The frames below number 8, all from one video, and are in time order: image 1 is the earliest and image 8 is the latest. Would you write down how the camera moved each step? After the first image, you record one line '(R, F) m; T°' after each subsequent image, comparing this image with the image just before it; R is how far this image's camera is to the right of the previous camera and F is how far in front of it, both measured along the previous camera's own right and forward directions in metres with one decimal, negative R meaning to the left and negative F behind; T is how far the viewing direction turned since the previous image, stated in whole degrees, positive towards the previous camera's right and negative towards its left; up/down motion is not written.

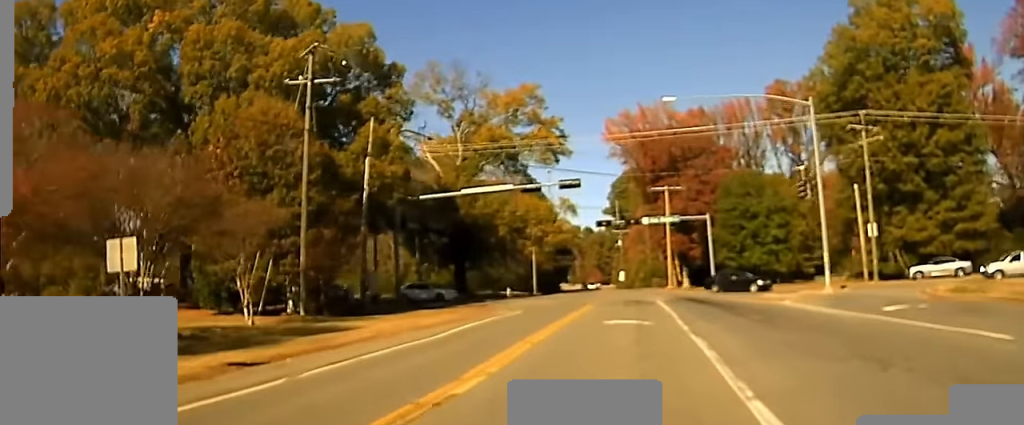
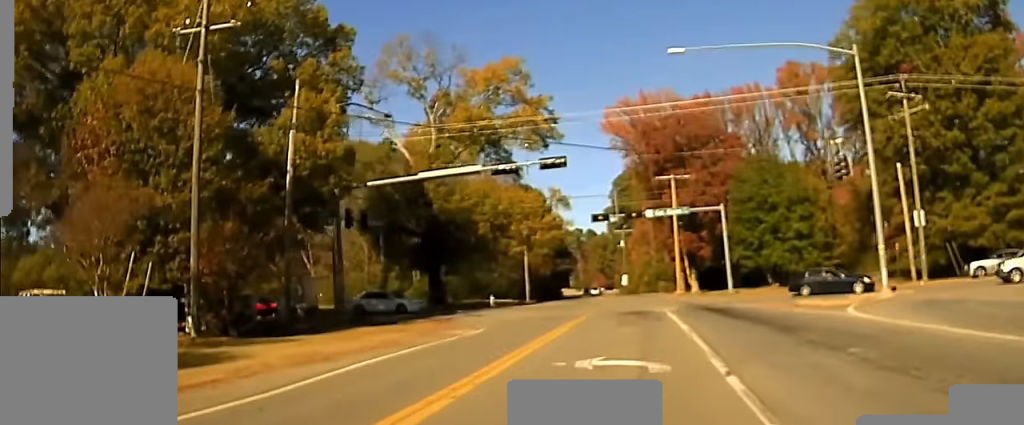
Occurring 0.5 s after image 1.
(-0.2, +14.5) m; -1°
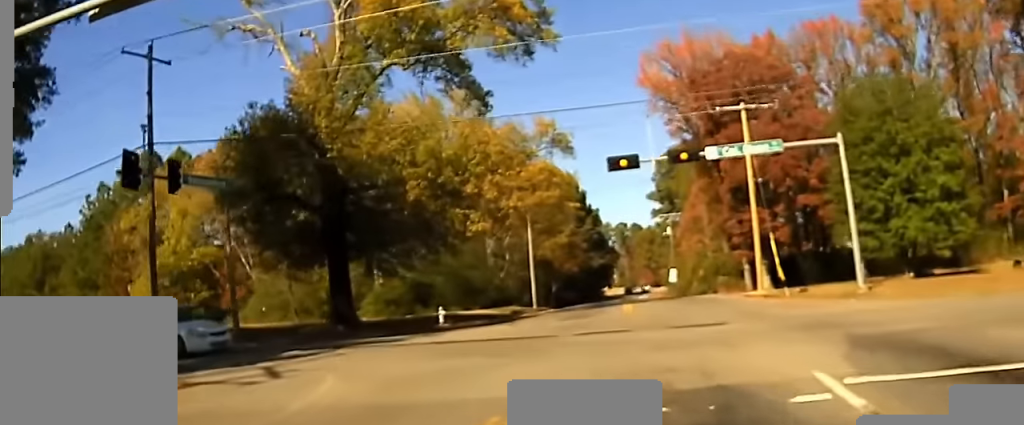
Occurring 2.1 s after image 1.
(-0.5, +34.6) m; 0°
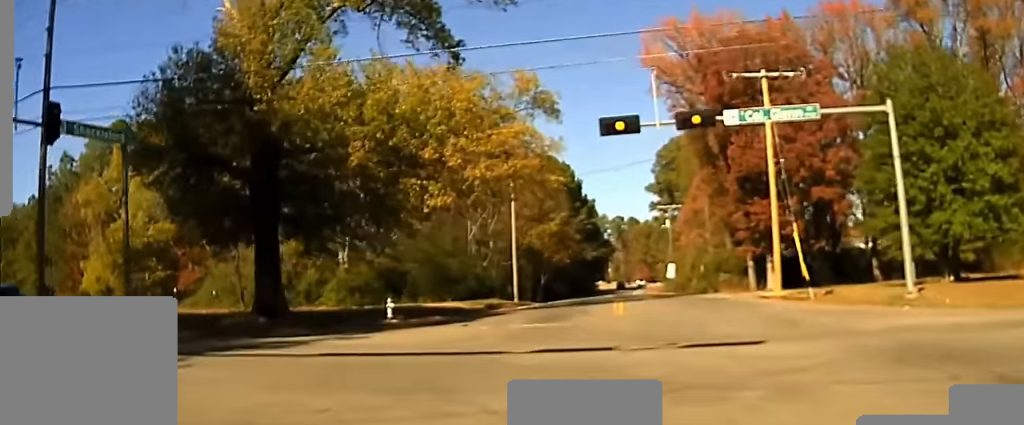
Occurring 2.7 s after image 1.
(+0.1, +10.5) m; +1°
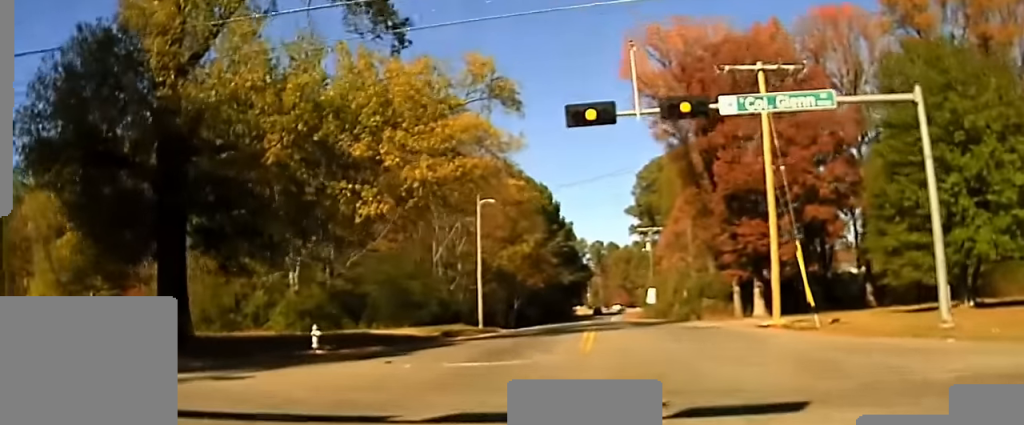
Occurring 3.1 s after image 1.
(0.0, +6.2) m; 0°
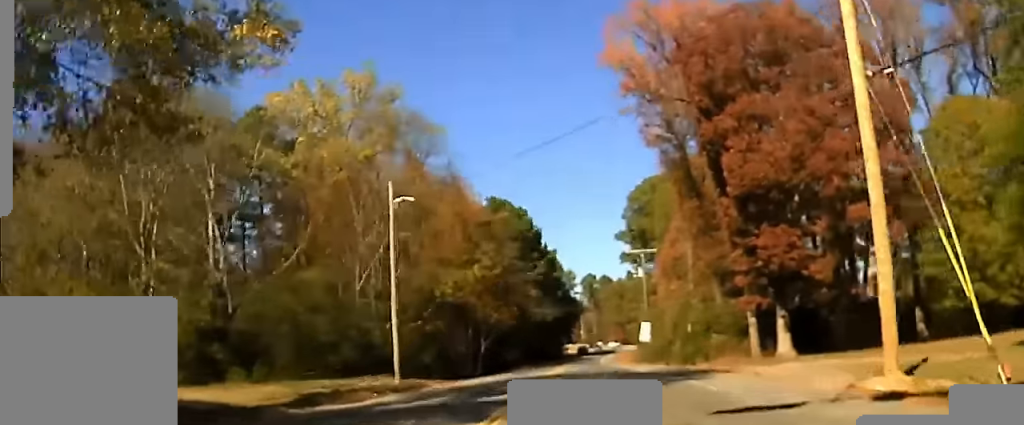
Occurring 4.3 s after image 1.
(0.0, +15.5) m; -1°
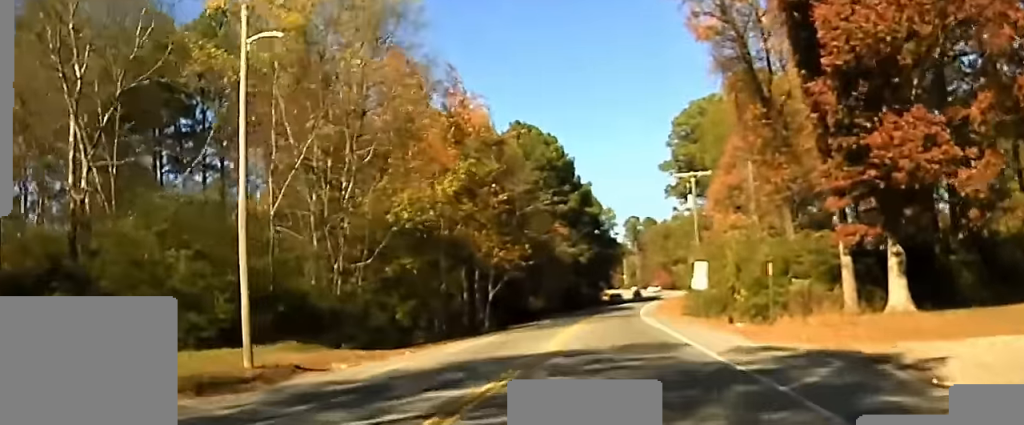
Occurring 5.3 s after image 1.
(-0.3, +13.8) m; -3°
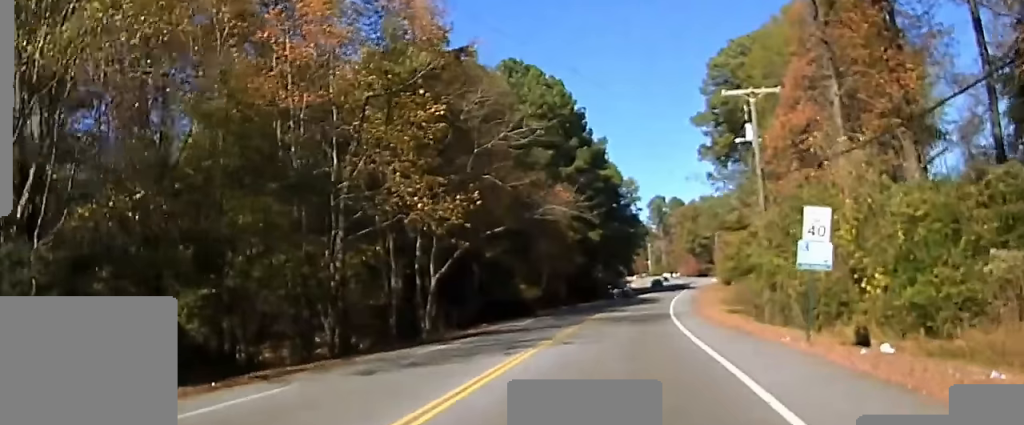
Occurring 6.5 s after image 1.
(-0.7, +23.6) m; -2°
